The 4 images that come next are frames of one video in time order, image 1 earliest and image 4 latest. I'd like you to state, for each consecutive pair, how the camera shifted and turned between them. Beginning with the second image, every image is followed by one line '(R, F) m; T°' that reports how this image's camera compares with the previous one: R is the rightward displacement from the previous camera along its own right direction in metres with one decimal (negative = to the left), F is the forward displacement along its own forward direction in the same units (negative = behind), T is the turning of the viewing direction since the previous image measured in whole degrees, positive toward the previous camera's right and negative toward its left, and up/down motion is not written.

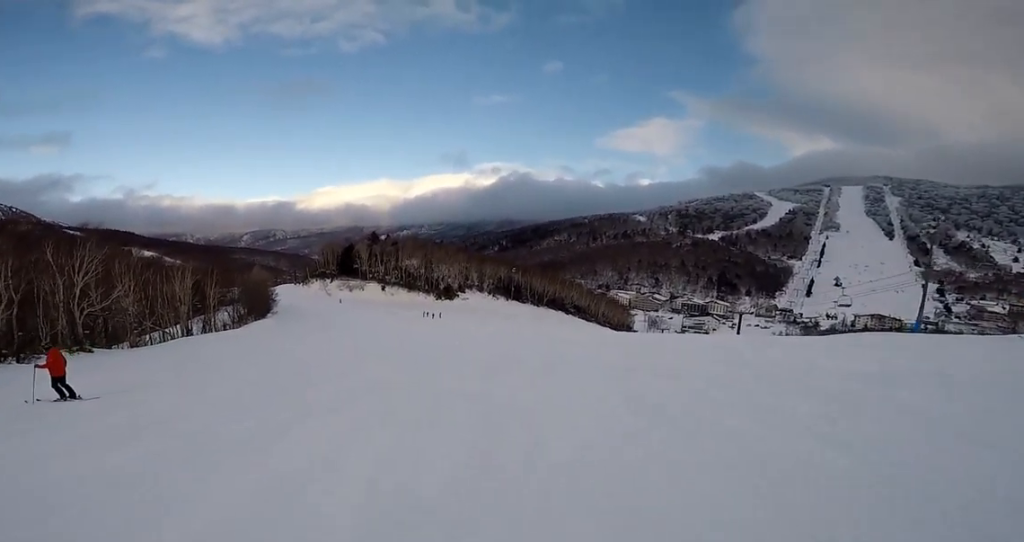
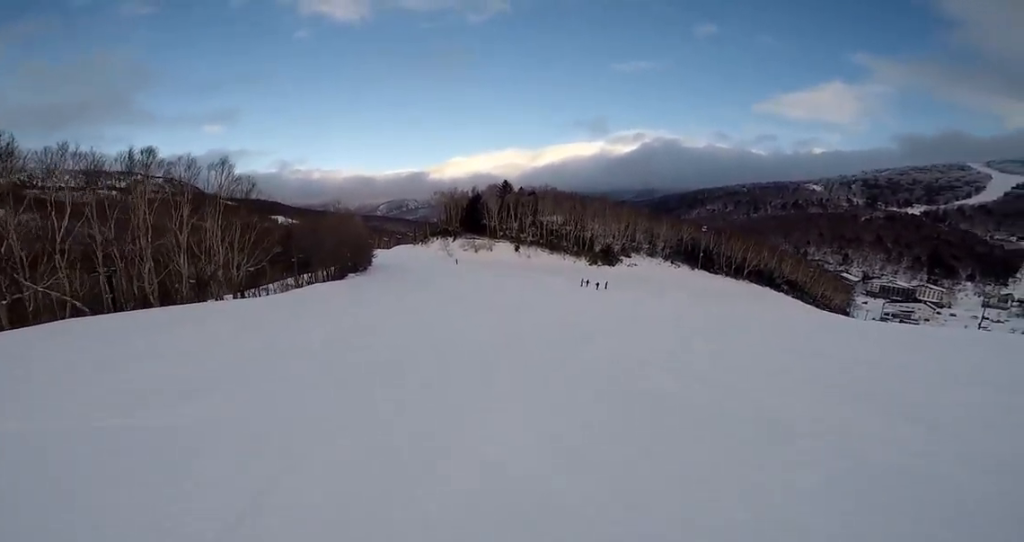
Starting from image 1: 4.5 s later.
(-6.7, +34.1) m; -15°
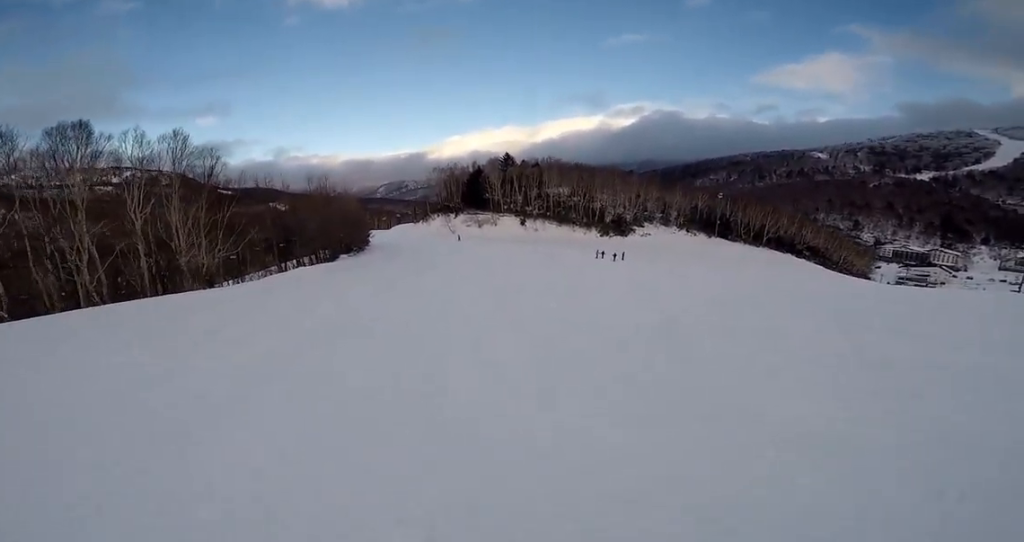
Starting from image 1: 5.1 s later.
(0.0, +5.3) m; 0°
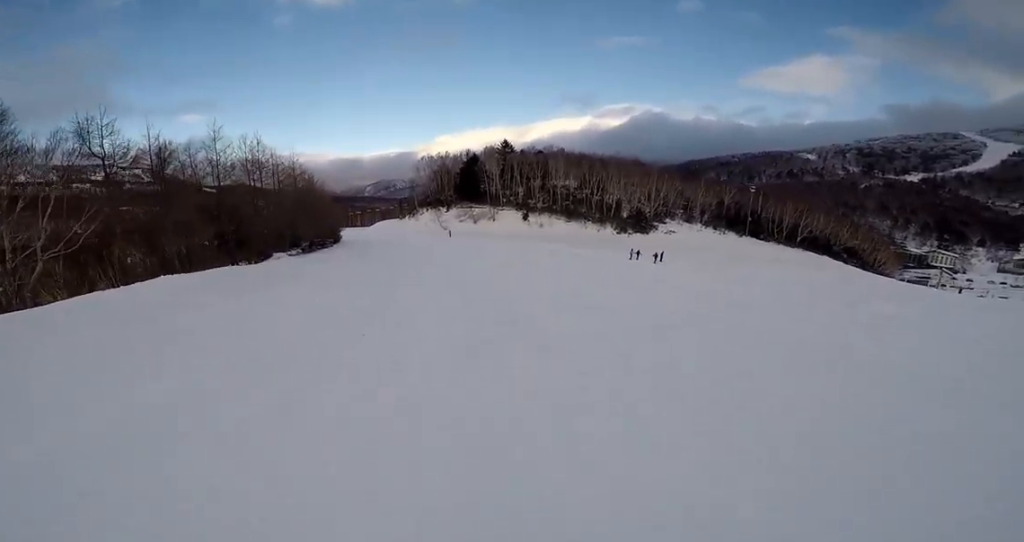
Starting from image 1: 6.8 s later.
(-0.2, +15.5) m; -3°
